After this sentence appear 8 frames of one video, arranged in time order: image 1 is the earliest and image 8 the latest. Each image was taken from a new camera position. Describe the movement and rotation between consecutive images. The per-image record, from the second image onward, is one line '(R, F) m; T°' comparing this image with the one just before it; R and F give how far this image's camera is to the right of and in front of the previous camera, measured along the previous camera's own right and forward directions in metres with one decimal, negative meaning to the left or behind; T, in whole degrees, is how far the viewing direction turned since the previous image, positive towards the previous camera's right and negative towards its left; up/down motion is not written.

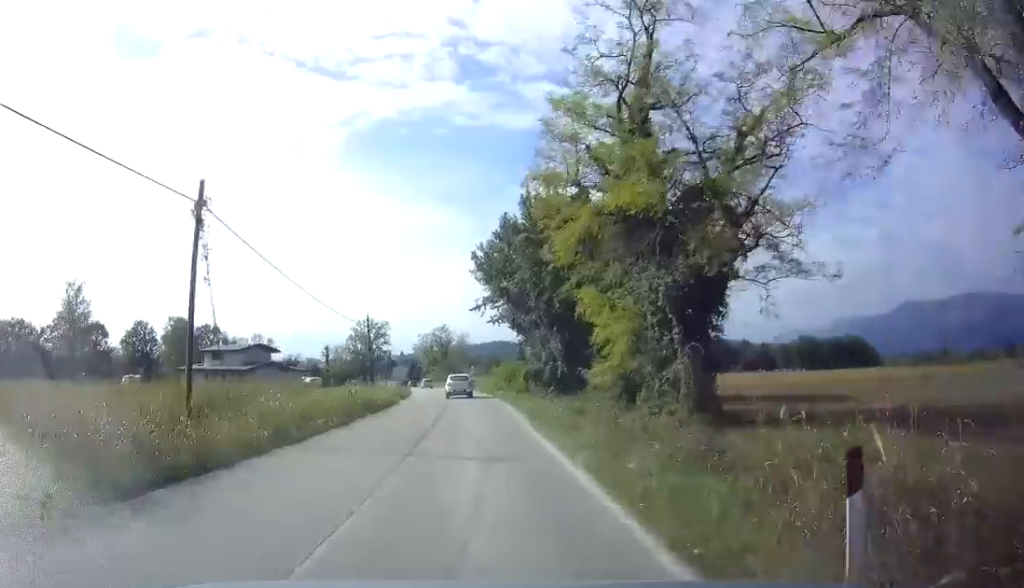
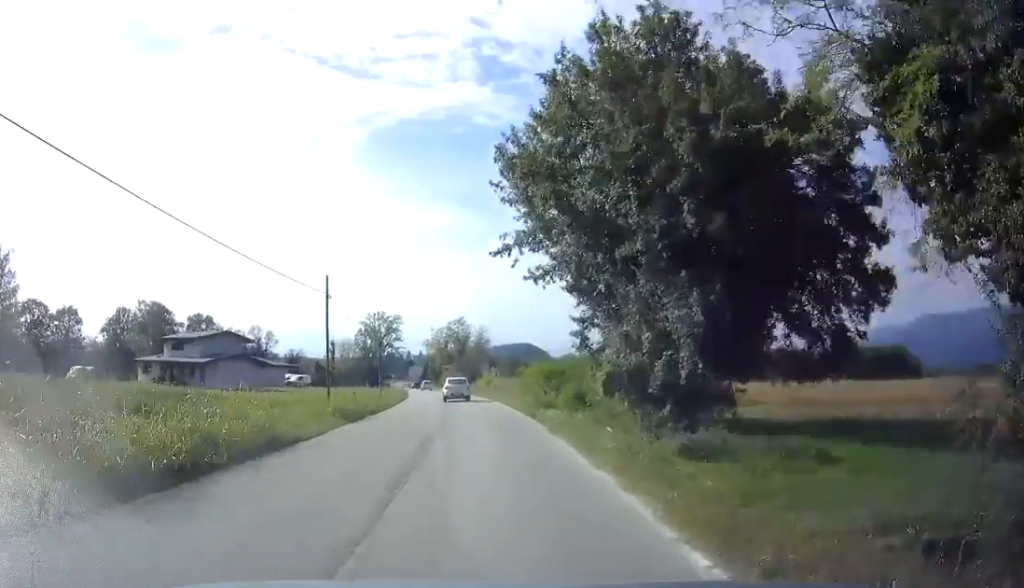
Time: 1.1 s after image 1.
(-0.2, +19.4) m; -1°
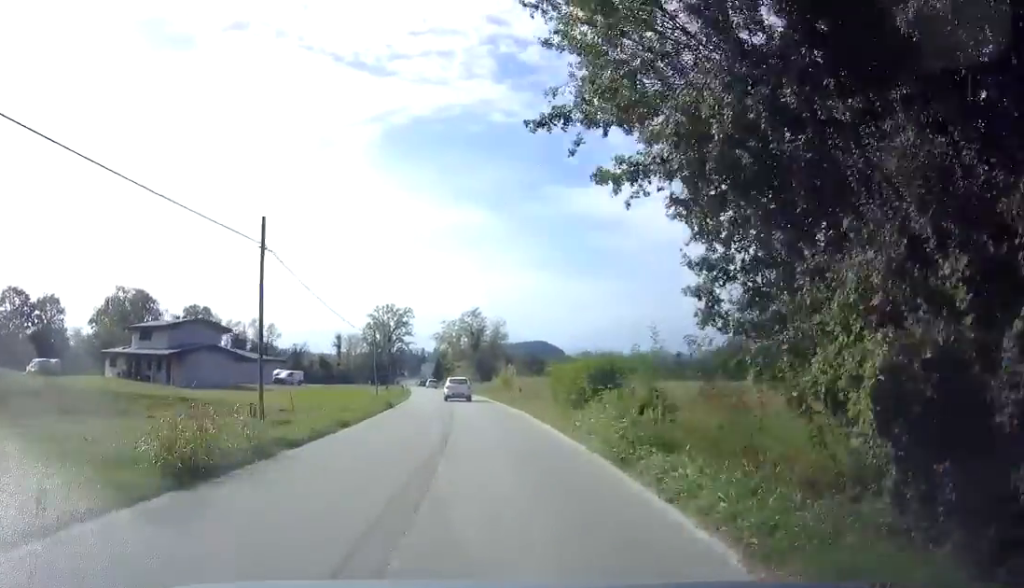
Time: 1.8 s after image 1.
(0.0, +12.3) m; 0°
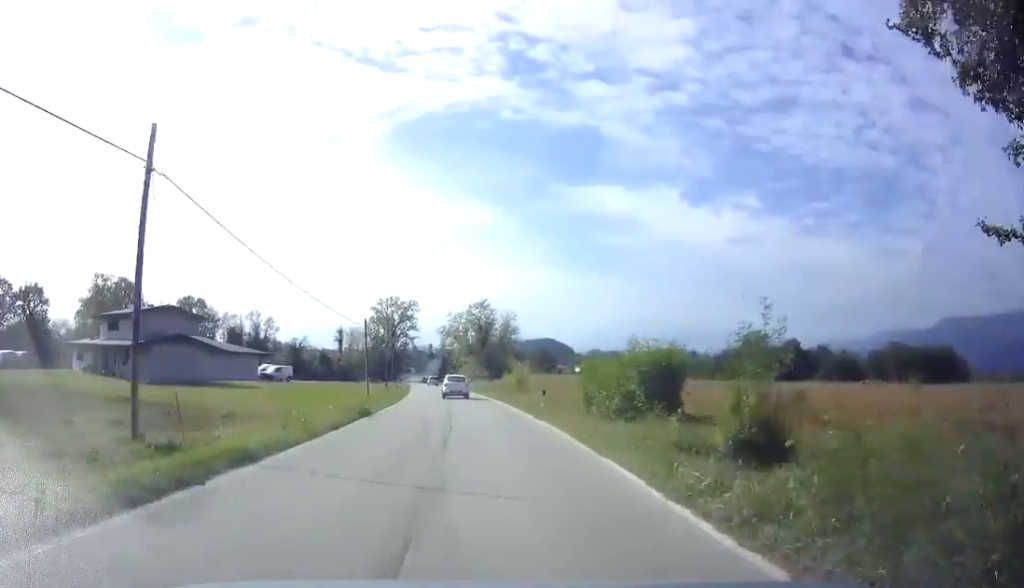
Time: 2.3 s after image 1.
(0.0, +8.2) m; -1°
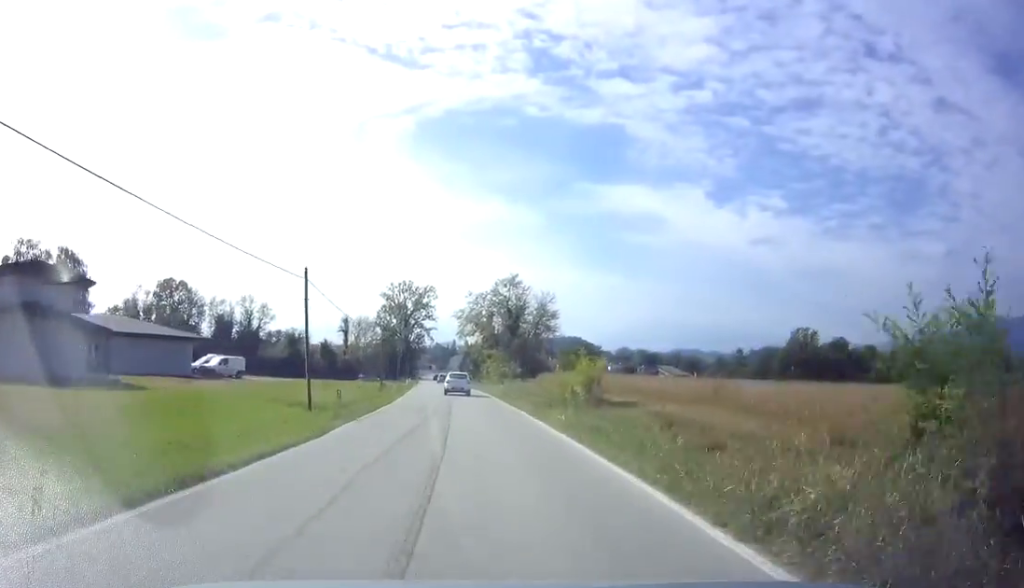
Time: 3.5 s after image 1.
(-0.7, +22.1) m; -3°
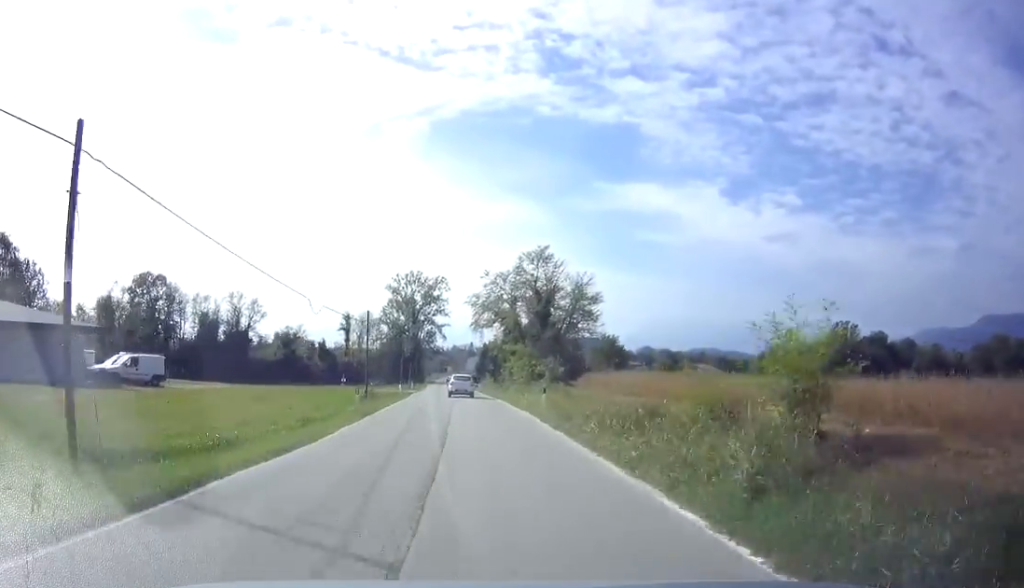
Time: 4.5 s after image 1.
(-0.1, +16.9) m; -1°
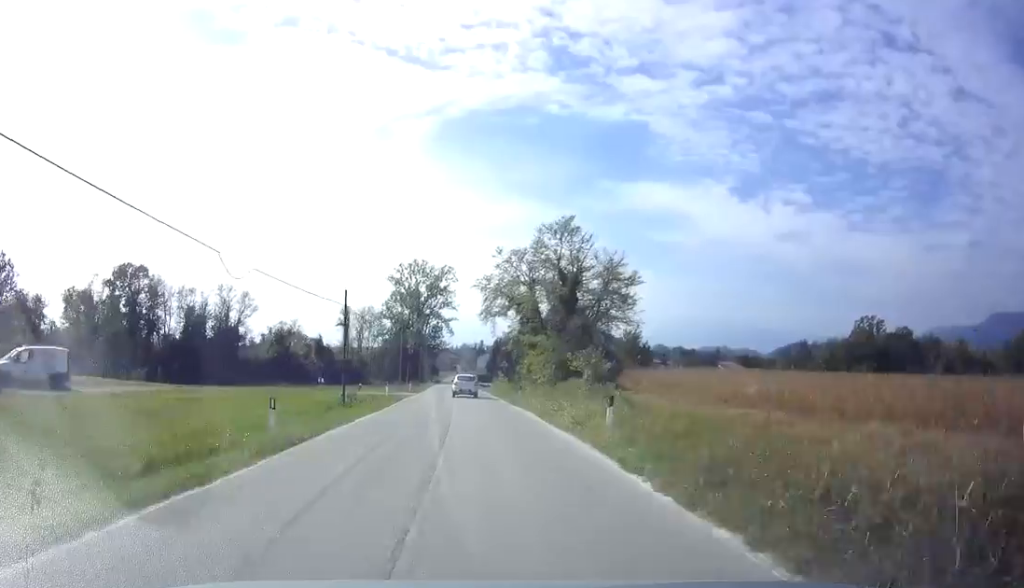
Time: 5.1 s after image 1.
(+0.1, +11.1) m; -1°
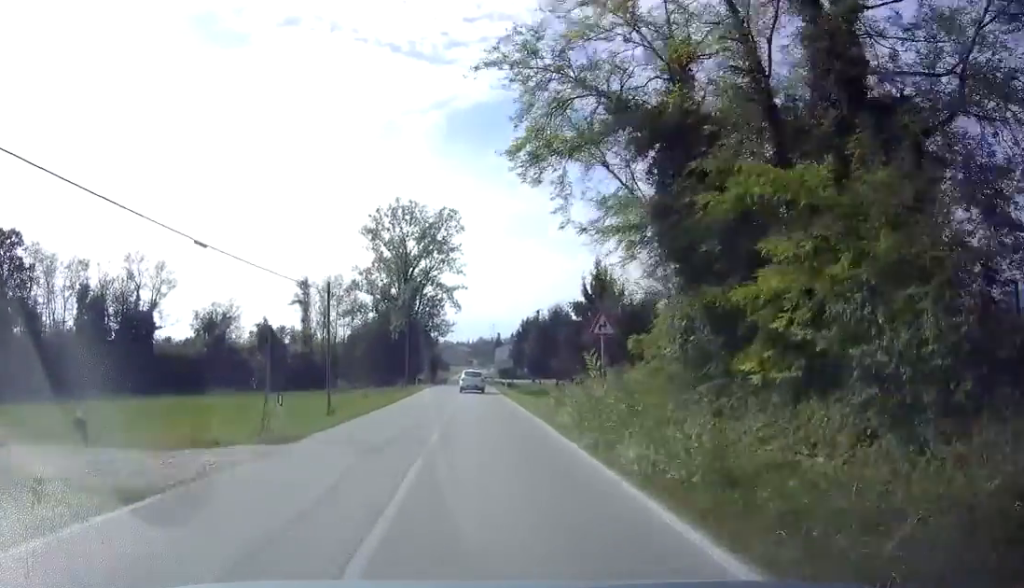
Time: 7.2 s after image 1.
(-0.8, +37.0) m; -2°
